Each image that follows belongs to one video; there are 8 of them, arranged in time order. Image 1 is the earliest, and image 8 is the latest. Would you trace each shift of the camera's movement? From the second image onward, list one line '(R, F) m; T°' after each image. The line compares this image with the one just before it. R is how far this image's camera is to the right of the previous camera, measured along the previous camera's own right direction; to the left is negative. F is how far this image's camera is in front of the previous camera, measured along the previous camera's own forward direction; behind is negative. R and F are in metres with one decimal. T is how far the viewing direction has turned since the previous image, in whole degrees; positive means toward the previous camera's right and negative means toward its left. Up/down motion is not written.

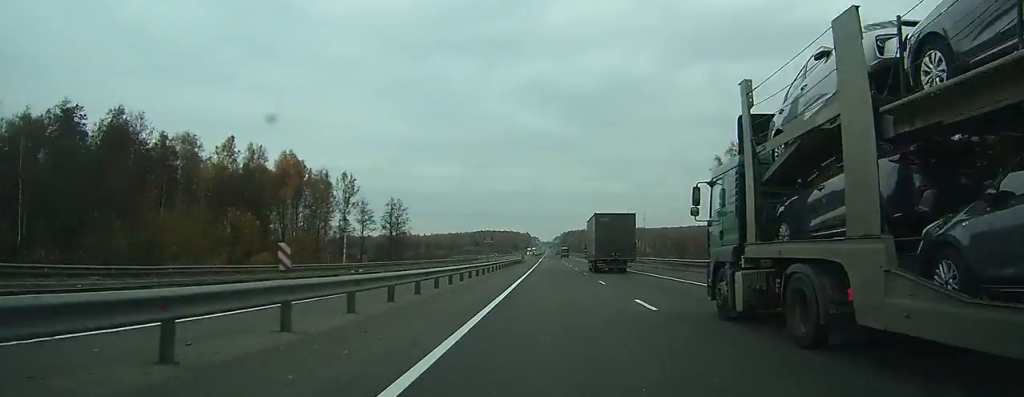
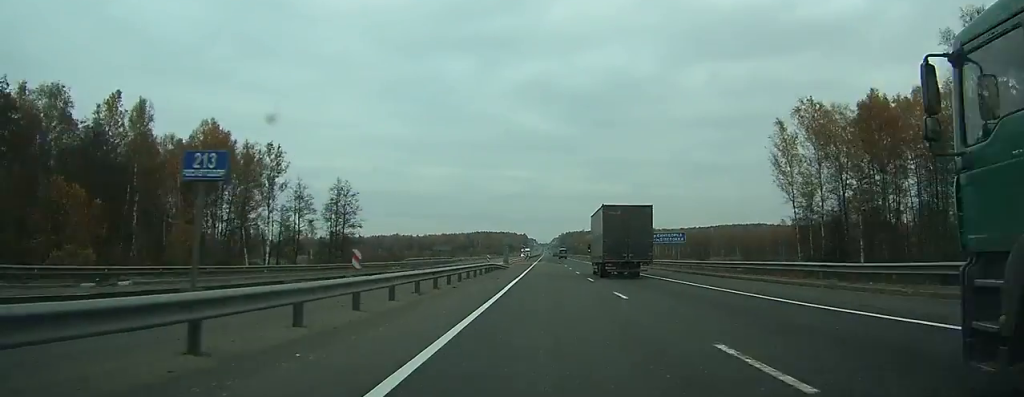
(0.0, +33.9) m; 0°
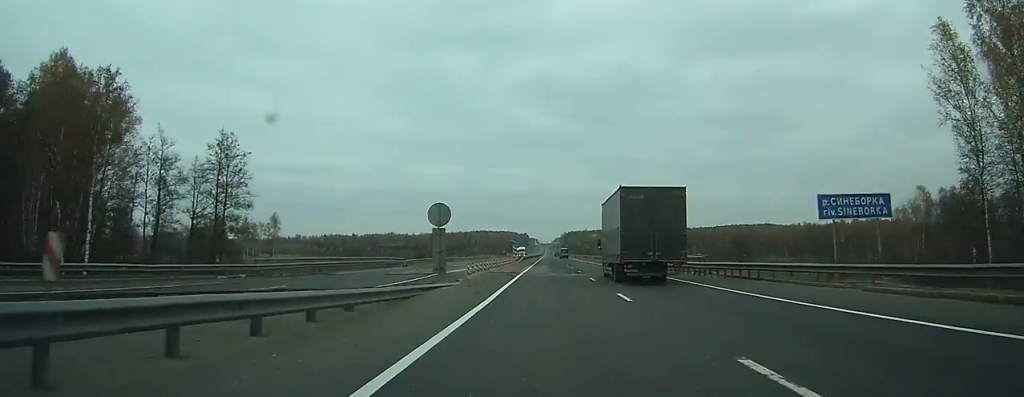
(0.0, +38.6) m; 0°
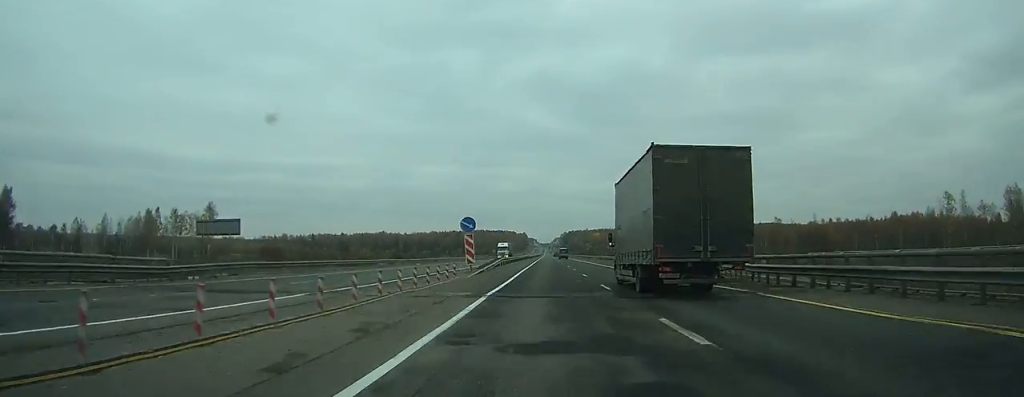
(-0.1, +43.3) m; 0°
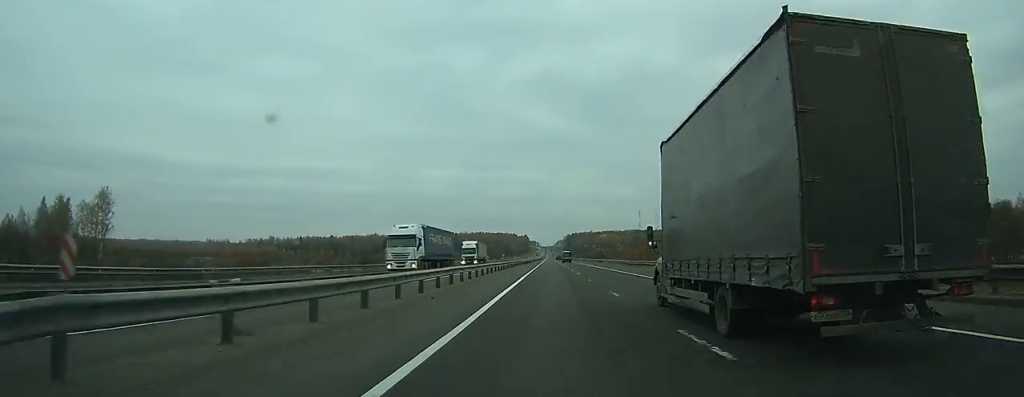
(-0.1, +49.8) m; 0°
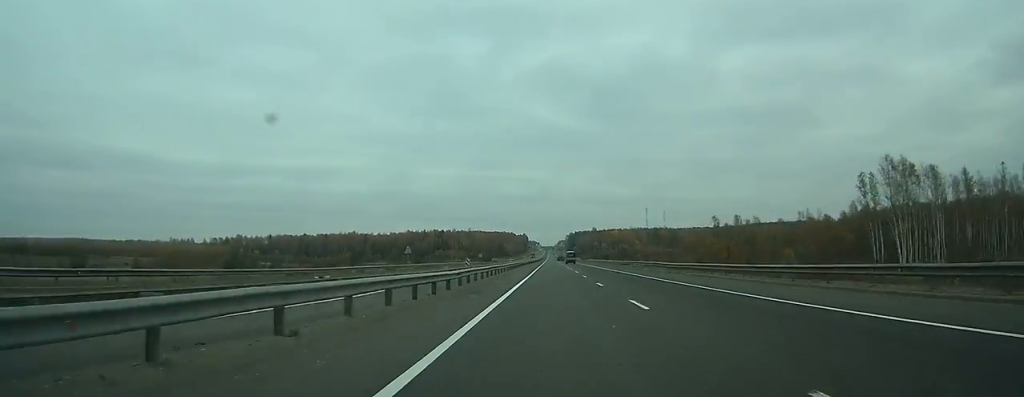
(+0.1, +92.1) m; 0°
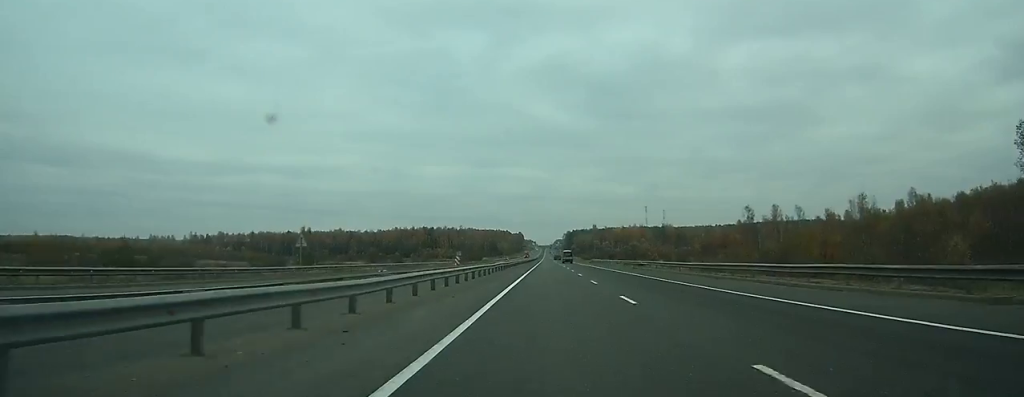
(0.0, +37.2) m; 0°
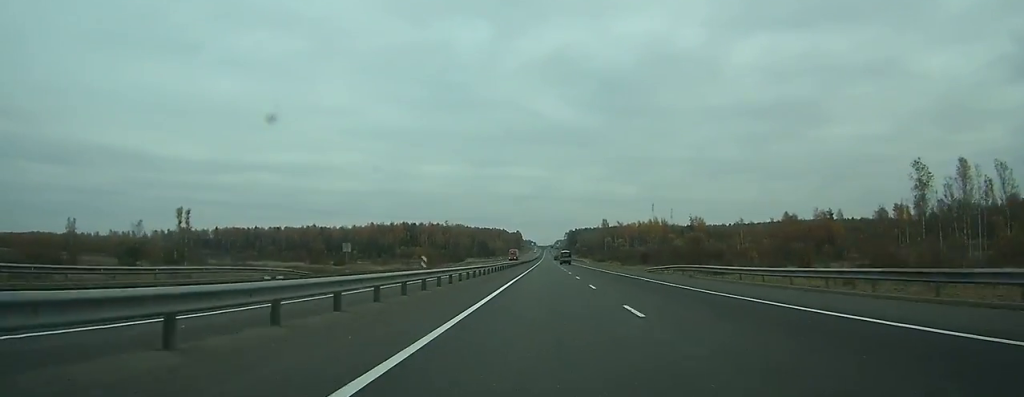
(+0.1, +77.1) m; 0°
